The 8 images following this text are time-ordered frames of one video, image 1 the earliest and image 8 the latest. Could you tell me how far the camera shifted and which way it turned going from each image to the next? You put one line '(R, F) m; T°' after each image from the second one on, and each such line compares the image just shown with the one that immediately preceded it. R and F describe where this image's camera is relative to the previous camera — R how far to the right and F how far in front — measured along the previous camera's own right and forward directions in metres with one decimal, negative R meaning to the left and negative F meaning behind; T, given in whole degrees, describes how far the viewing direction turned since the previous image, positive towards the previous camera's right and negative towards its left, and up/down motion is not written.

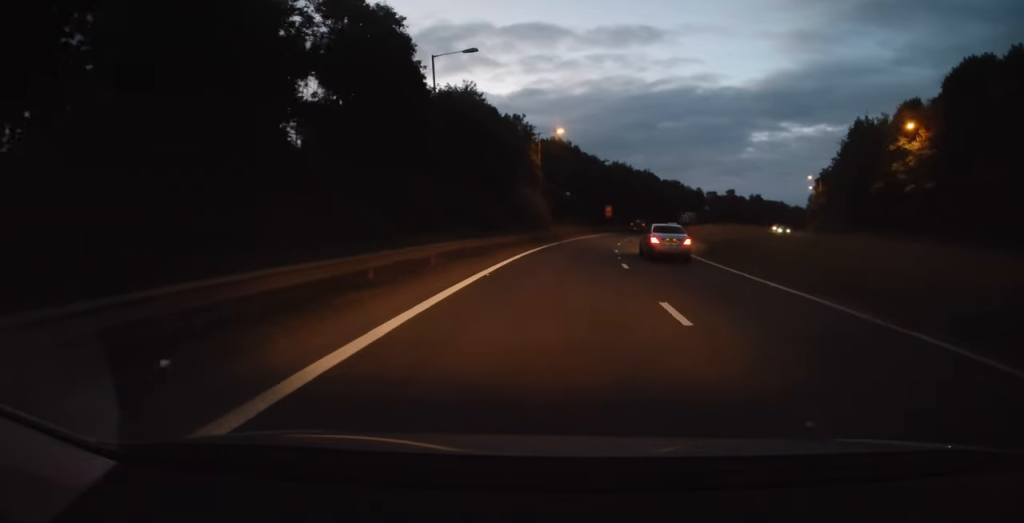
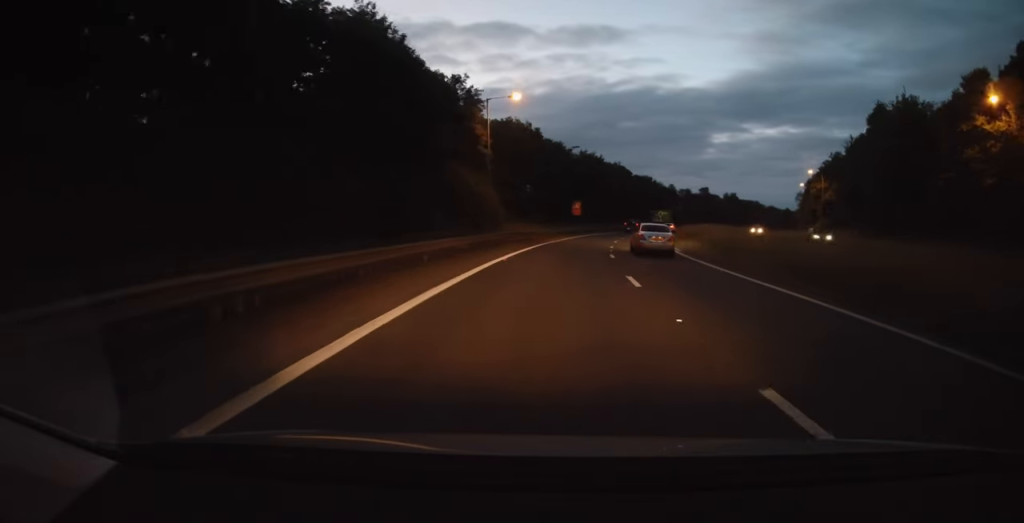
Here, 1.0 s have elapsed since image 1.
(+0.6, +15.0) m; +4°
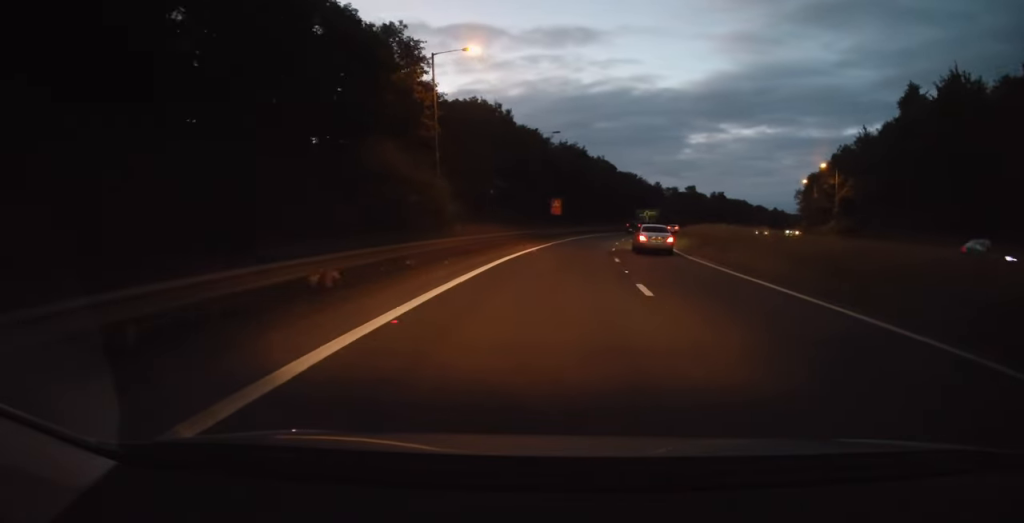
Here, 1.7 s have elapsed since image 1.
(+0.4, +11.4) m; +2°
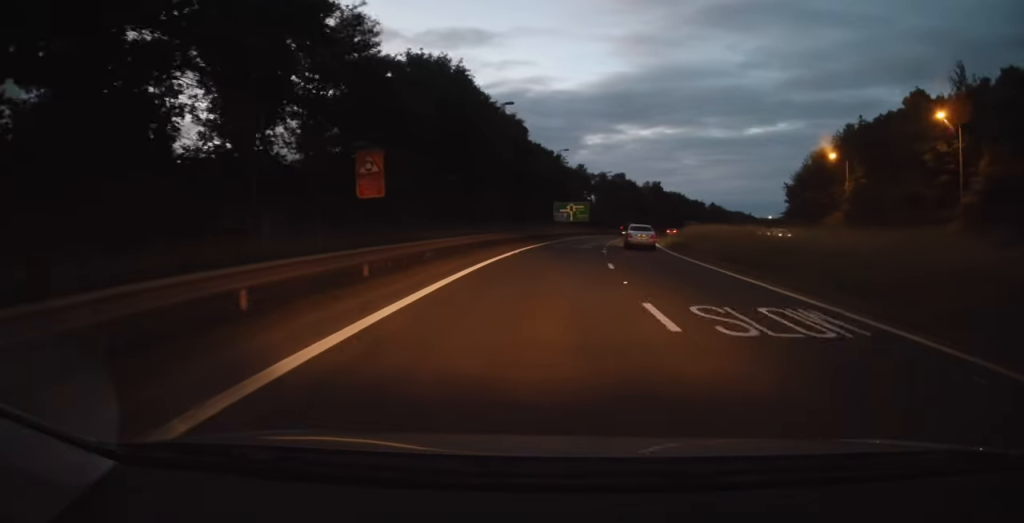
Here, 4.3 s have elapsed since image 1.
(+3.8, +41.4) m; +12°
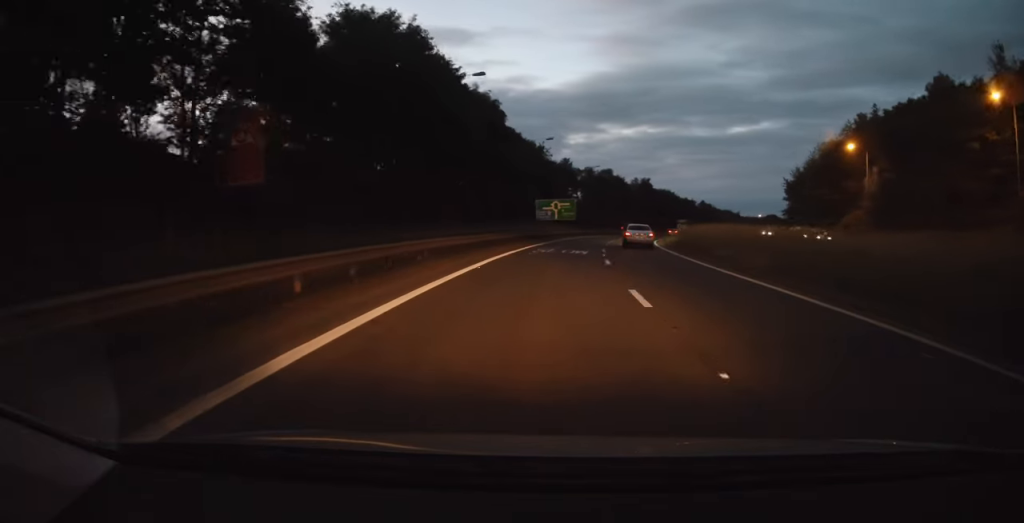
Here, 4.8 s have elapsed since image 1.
(+0.1, +8.0) m; +2°
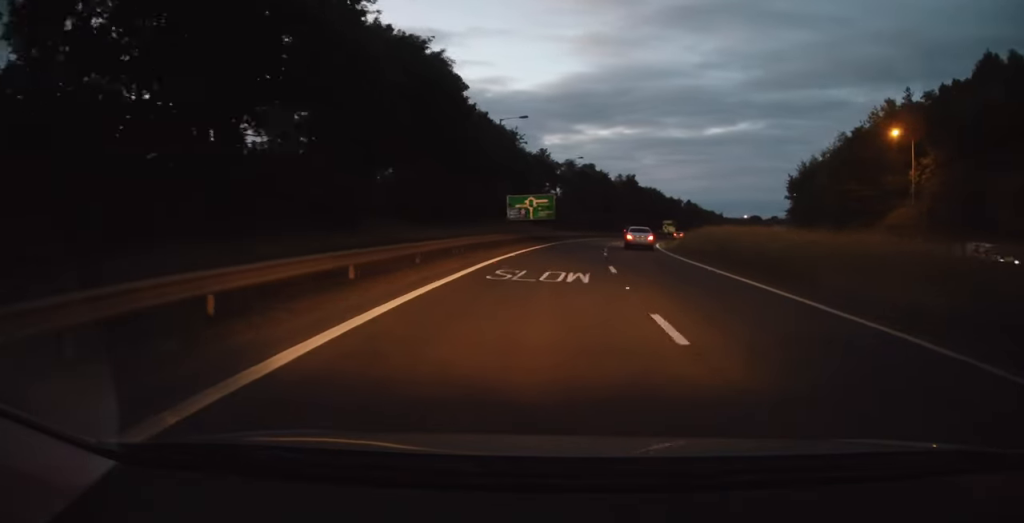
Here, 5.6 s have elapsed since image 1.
(+0.4, +12.2) m; +2°
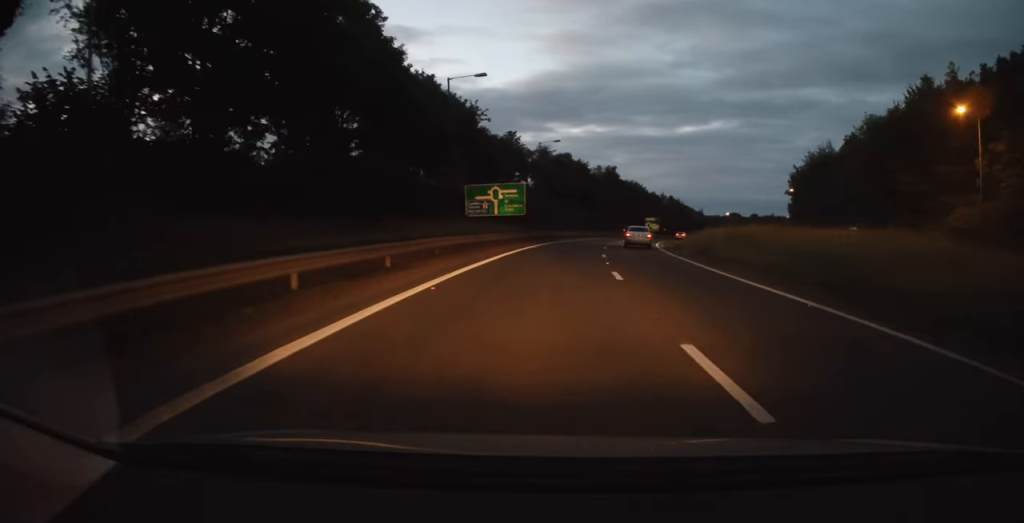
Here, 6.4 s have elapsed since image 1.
(+0.2, +12.3) m; +1°
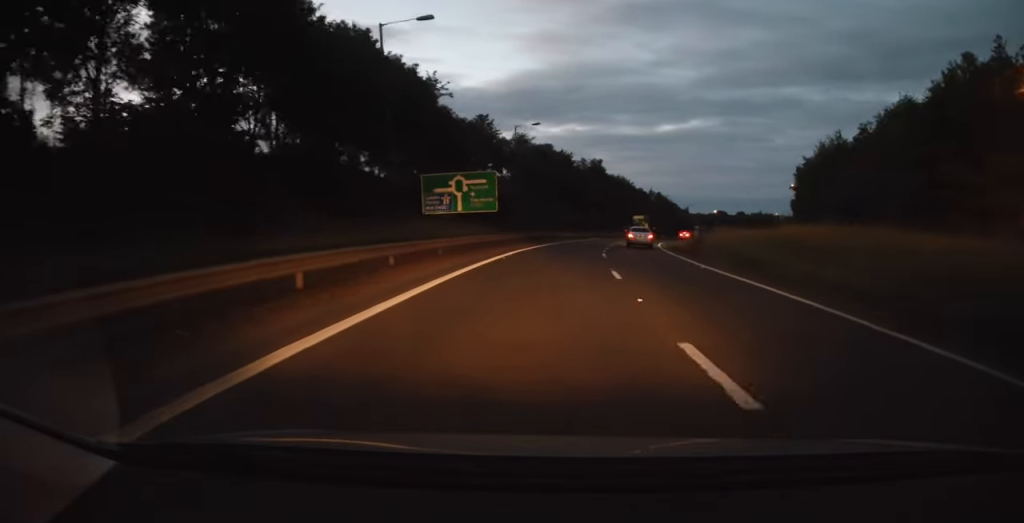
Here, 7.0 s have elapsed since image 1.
(-0.1, +9.7) m; +1°
